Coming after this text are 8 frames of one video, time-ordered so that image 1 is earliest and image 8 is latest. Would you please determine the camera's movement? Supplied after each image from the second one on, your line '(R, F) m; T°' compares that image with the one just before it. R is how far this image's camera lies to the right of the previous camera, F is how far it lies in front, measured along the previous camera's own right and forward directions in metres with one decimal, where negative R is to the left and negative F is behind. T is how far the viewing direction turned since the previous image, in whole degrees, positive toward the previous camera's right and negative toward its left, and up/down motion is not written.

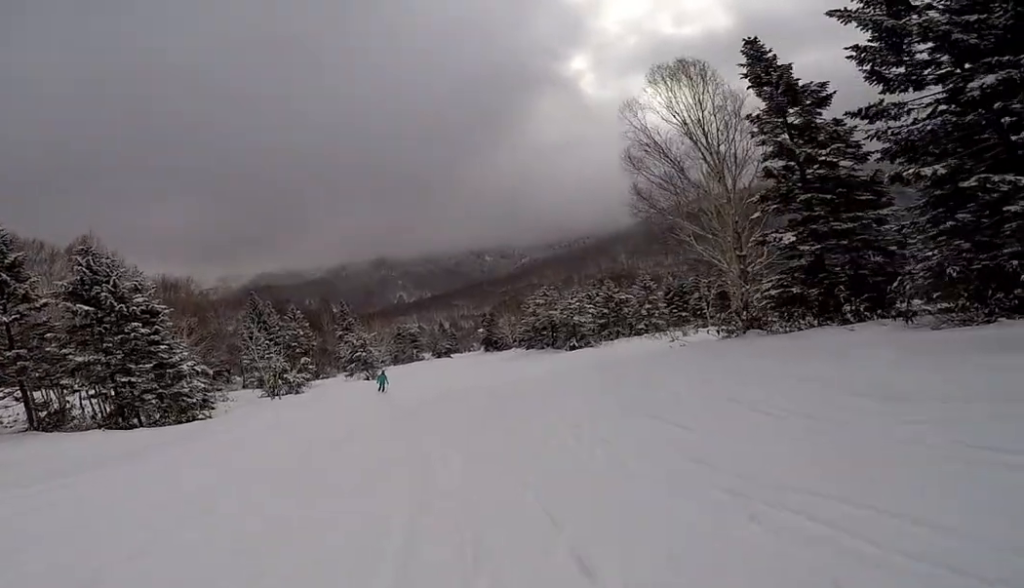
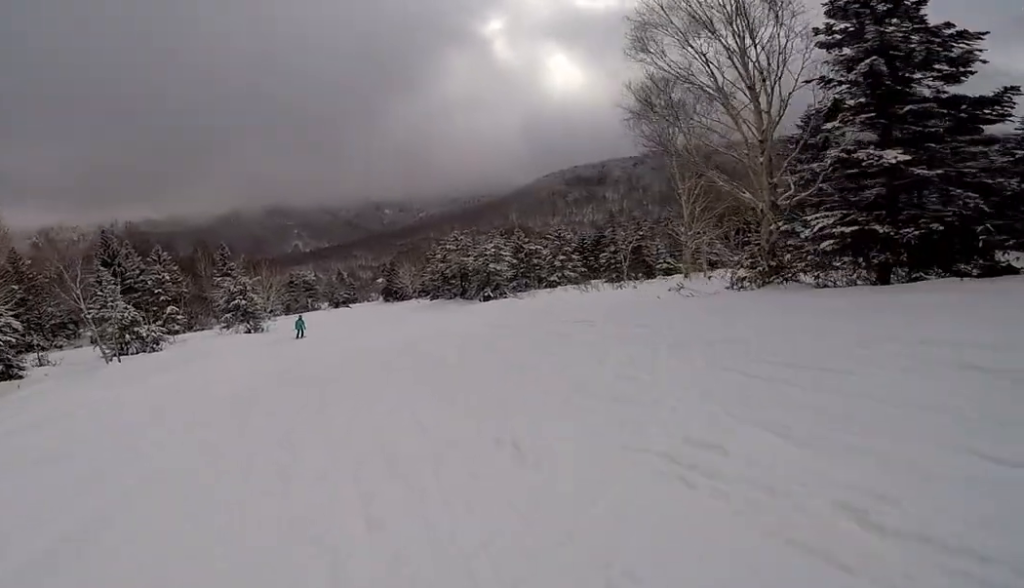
(-0.5, +7.8) m; +6°
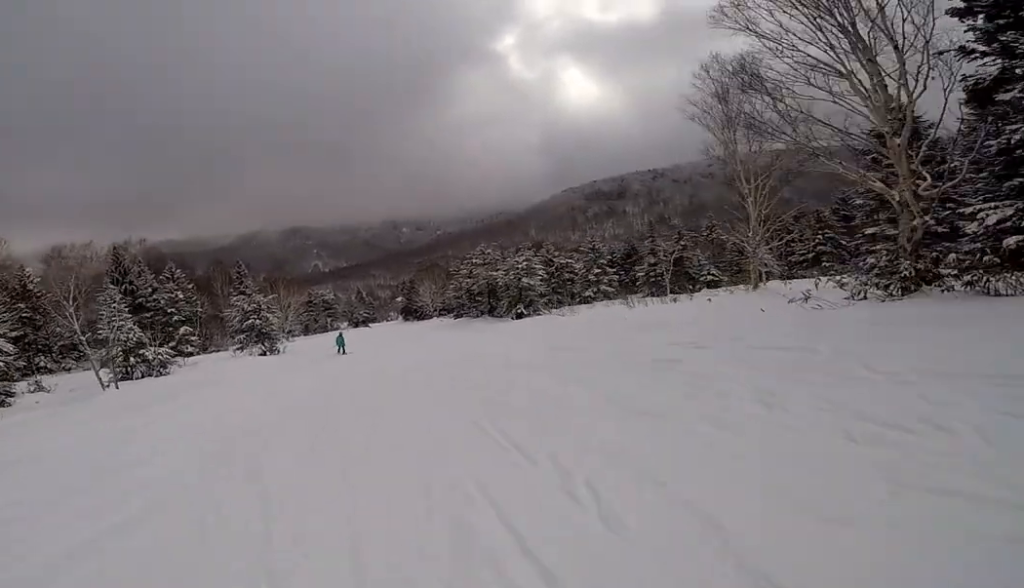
(-0.2, +3.3) m; +5°
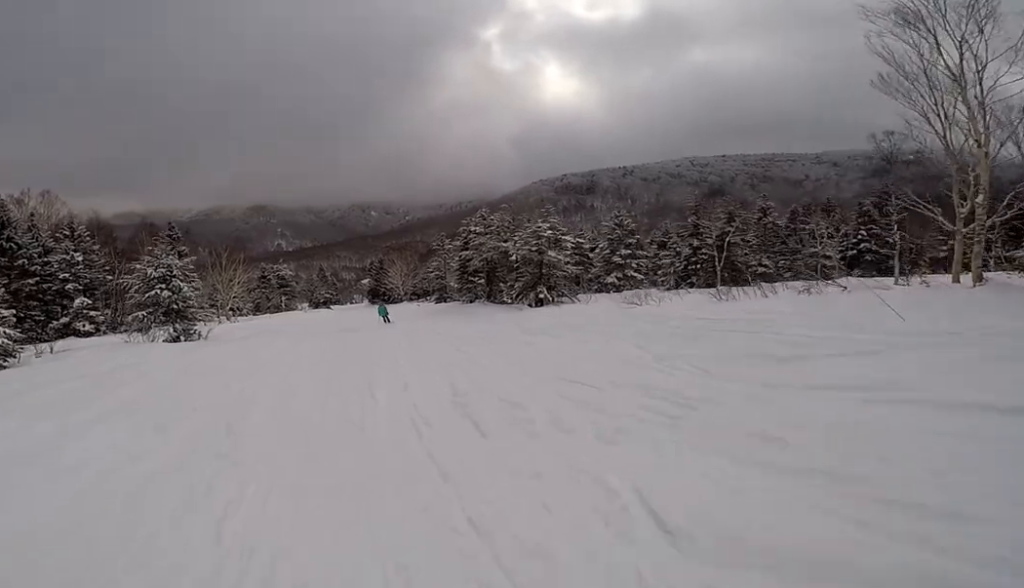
(+1.8, +11.9) m; 0°
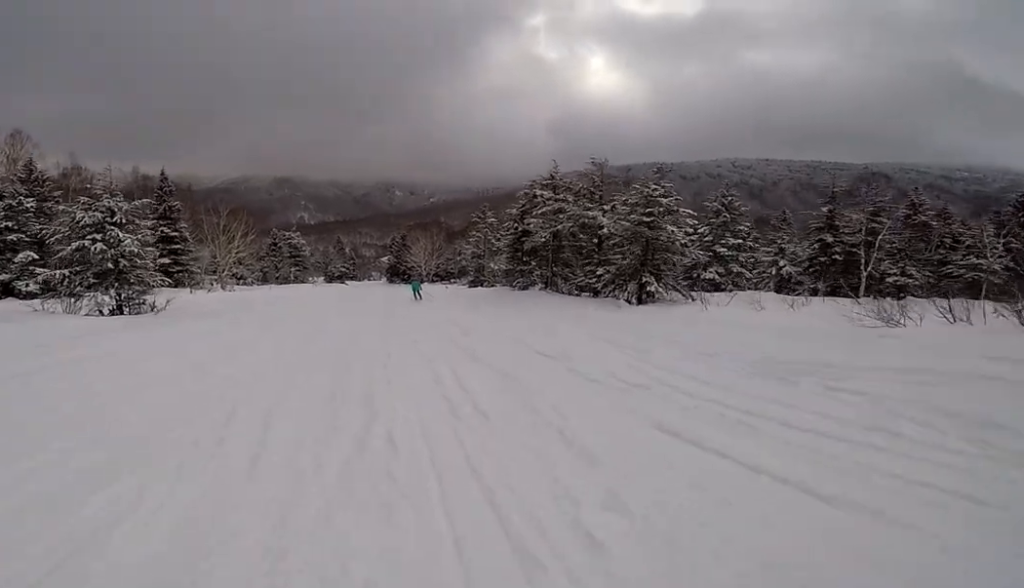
(-1.1, +8.9) m; -3°
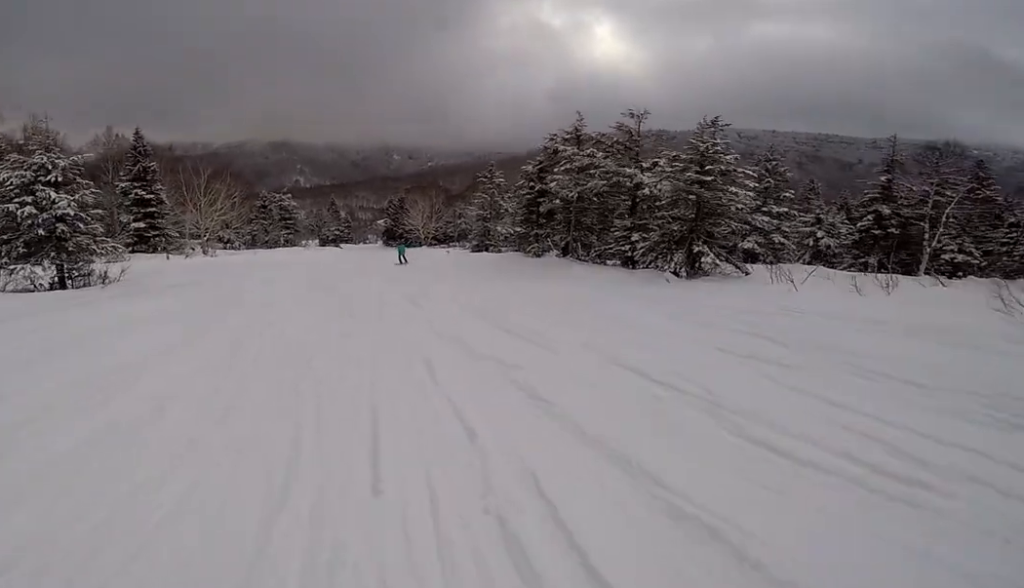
(-0.6, +3.4) m; +2°
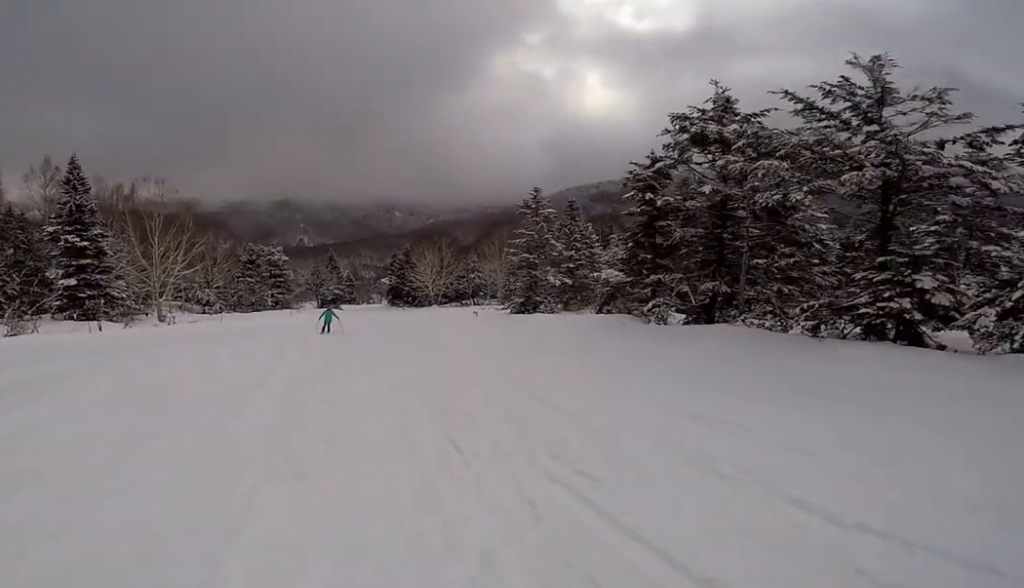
(+1.2, +11.0) m; -2°
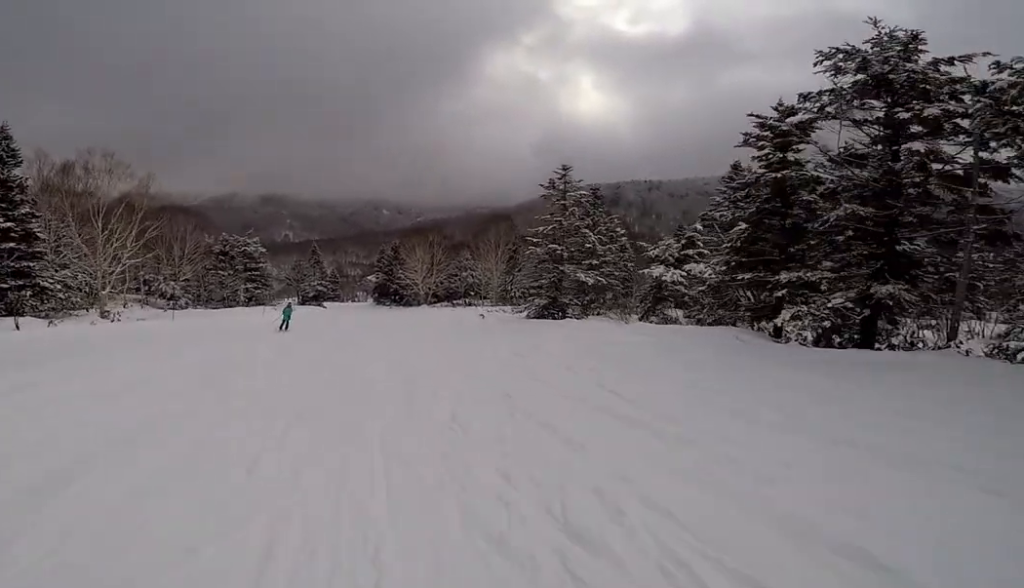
(-1.0, +5.7) m; -3°
